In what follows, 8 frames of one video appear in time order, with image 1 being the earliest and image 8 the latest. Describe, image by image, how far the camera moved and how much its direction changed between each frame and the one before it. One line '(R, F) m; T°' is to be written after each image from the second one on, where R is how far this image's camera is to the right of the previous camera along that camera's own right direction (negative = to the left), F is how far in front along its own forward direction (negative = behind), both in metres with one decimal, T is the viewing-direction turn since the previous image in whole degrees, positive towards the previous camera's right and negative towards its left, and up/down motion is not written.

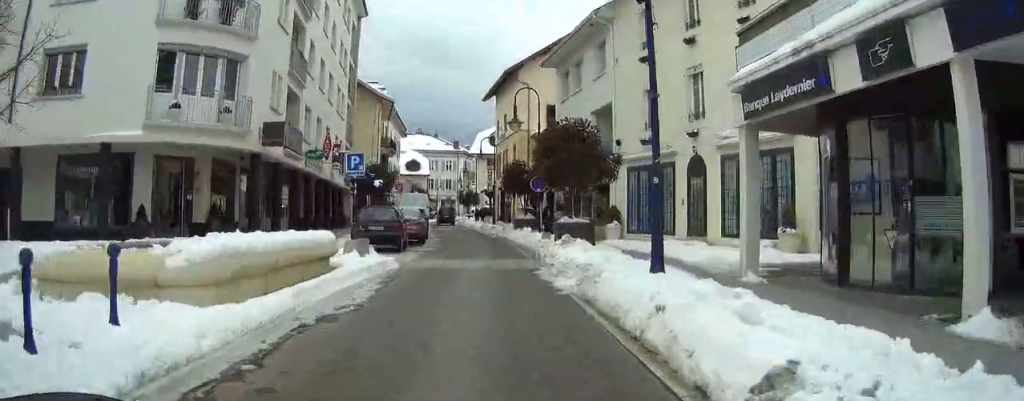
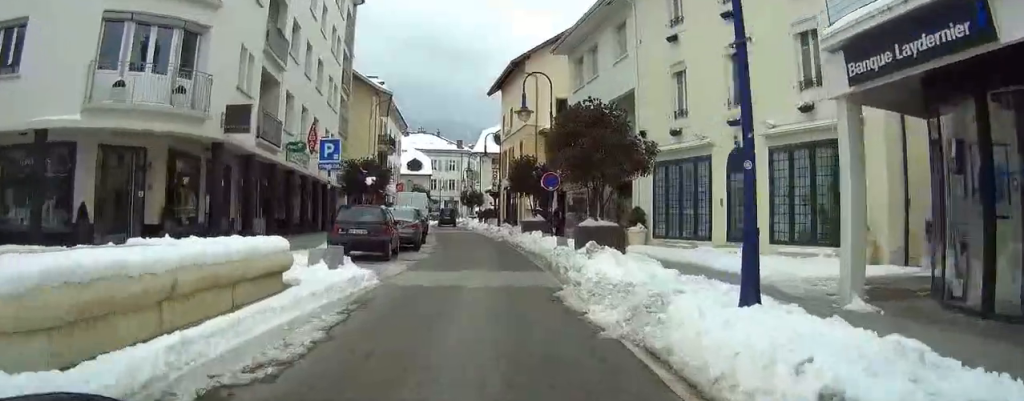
(0.0, +3.4) m; 0°
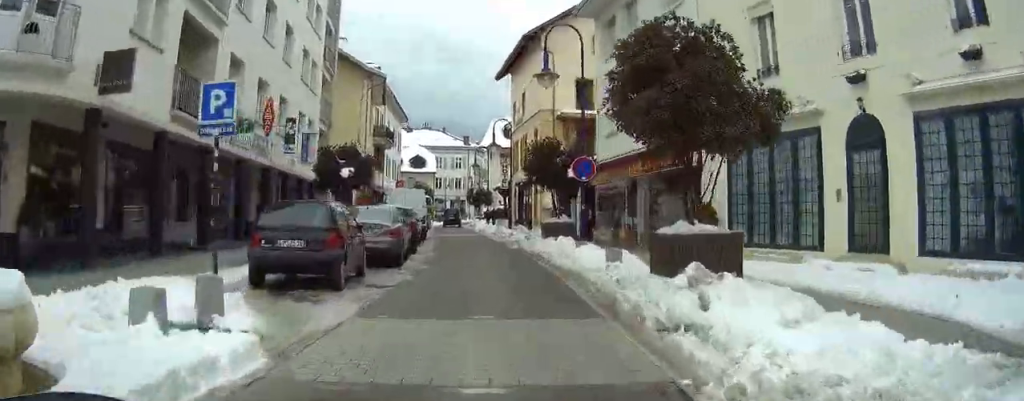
(-0.1, +6.2) m; -1°
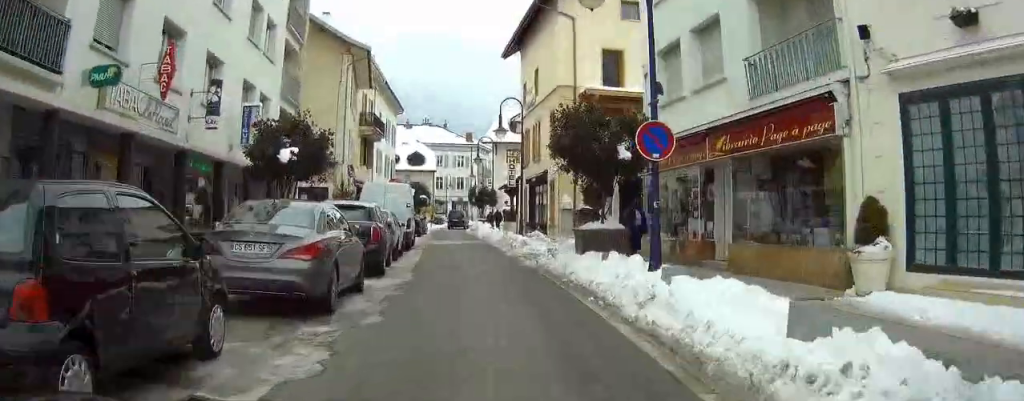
(0.0, +7.1) m; -2°
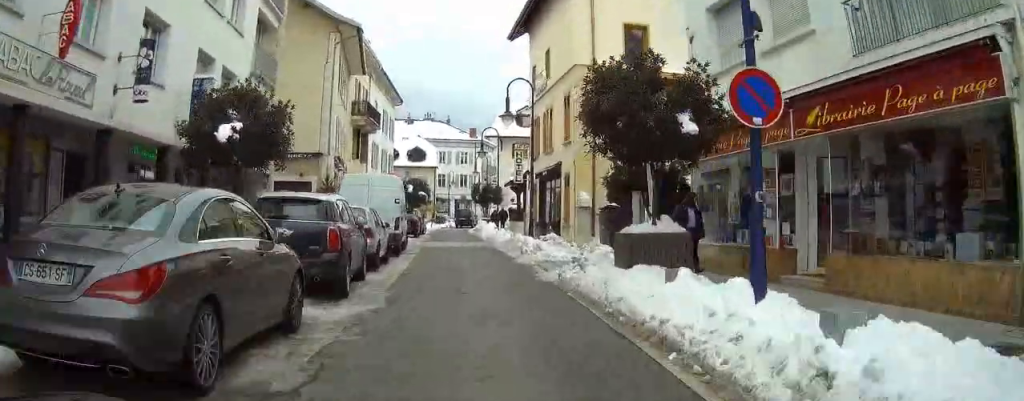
(+0.2, +3.8) m; -2°
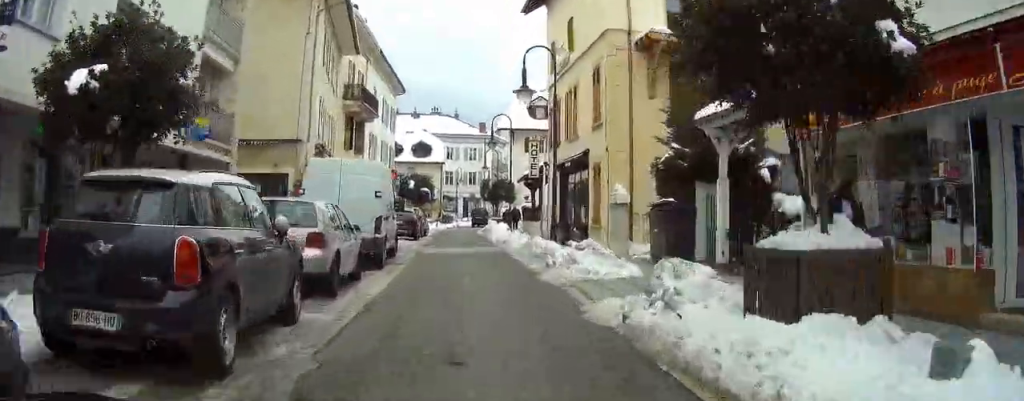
(-0.3, +5.0) m; -1°
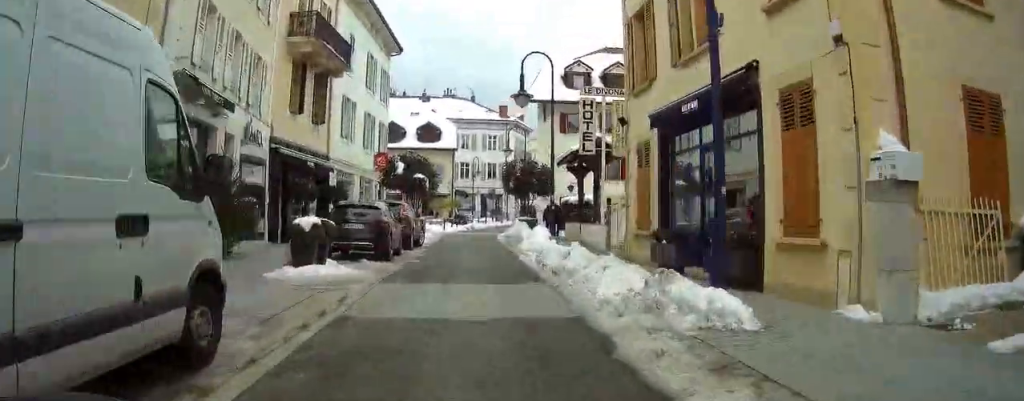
(+0.5, +13.1) m; +3°
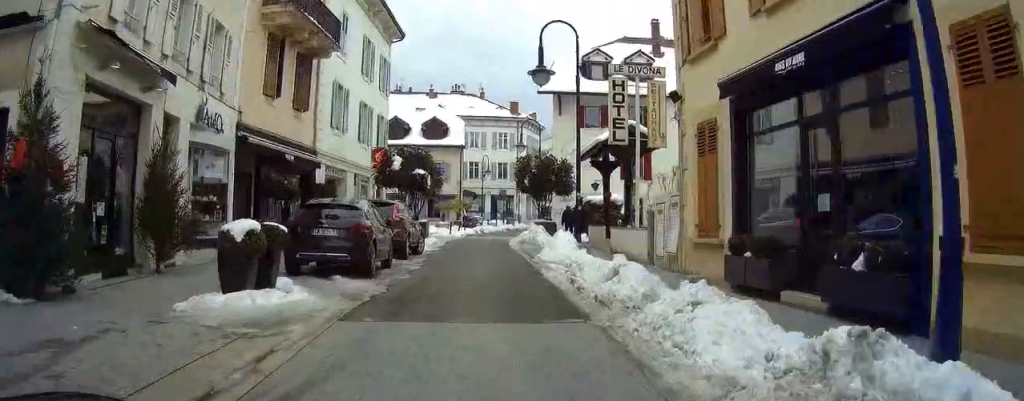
(0.0, +3.9) m; 0°
